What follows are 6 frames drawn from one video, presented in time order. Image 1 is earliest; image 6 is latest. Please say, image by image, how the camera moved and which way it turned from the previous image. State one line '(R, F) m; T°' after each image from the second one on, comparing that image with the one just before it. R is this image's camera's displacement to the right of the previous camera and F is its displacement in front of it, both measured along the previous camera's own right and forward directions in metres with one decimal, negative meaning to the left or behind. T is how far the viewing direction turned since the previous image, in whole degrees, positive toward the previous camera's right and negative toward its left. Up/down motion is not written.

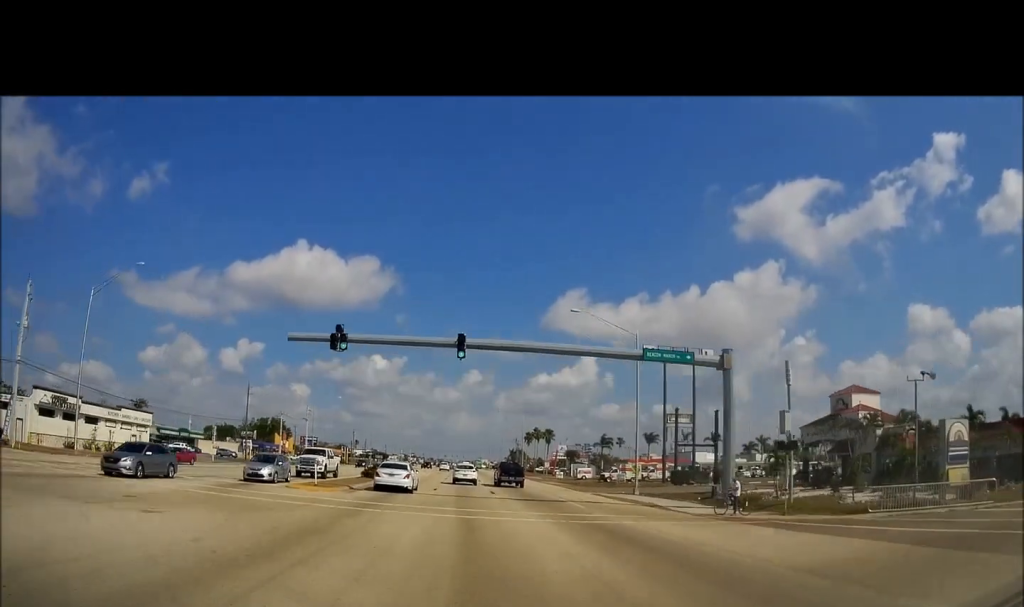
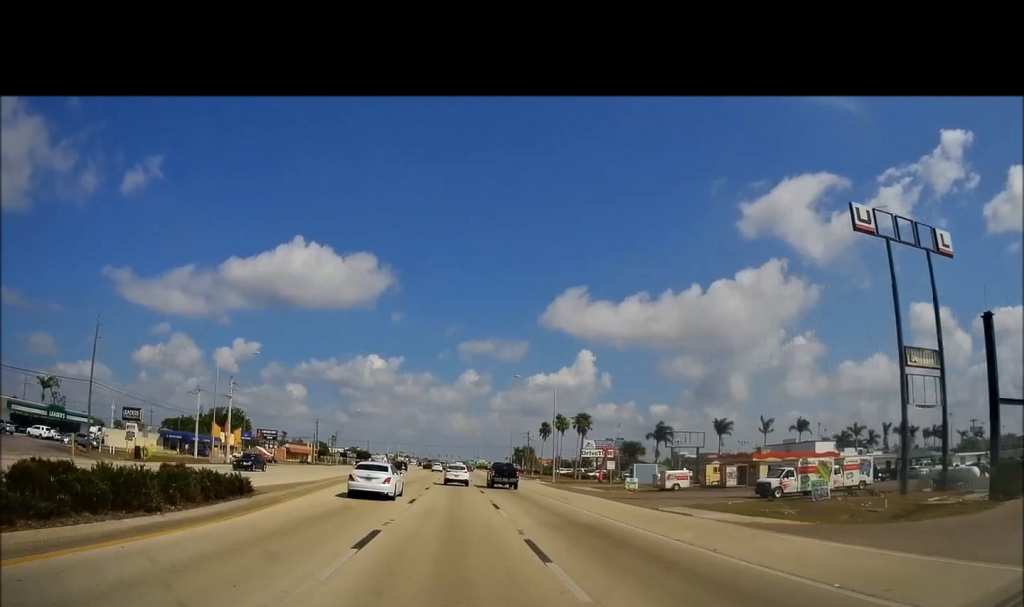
(+0.3, +47.3) m; +1°
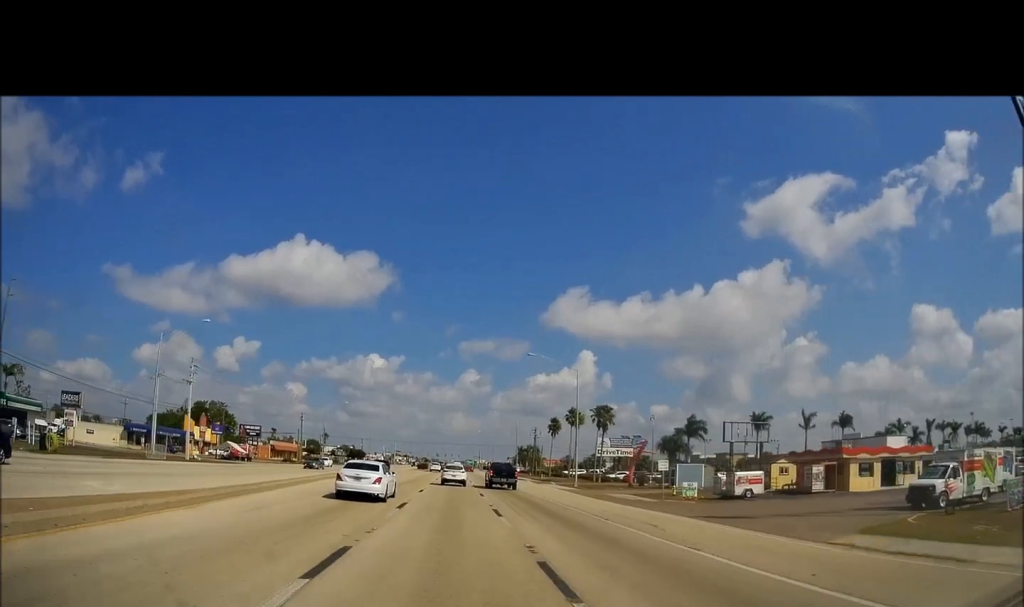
(+0.1, +15.4) m; -1°
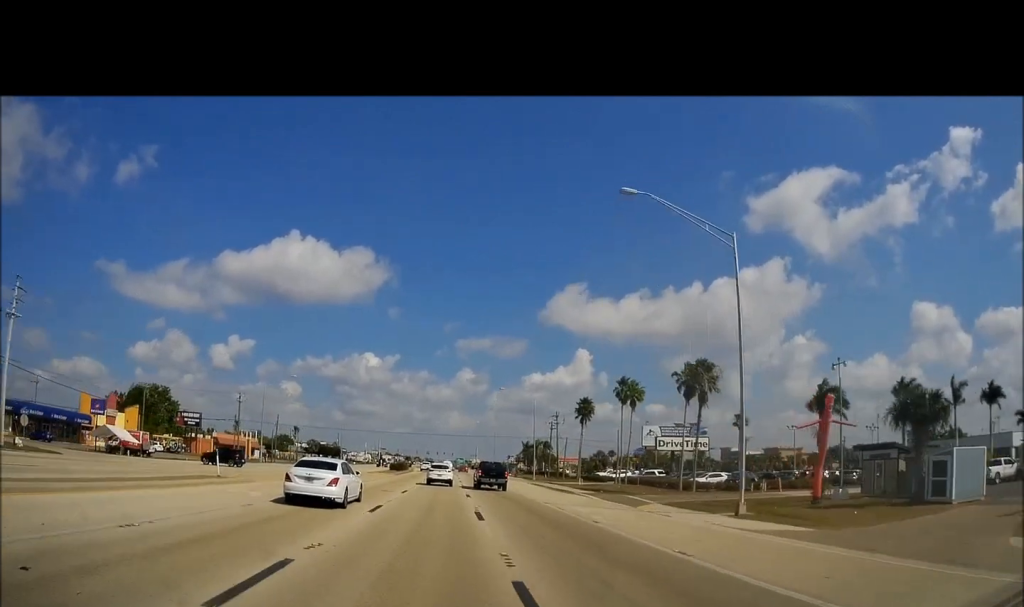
(-0.8, +38.5) m; 0°
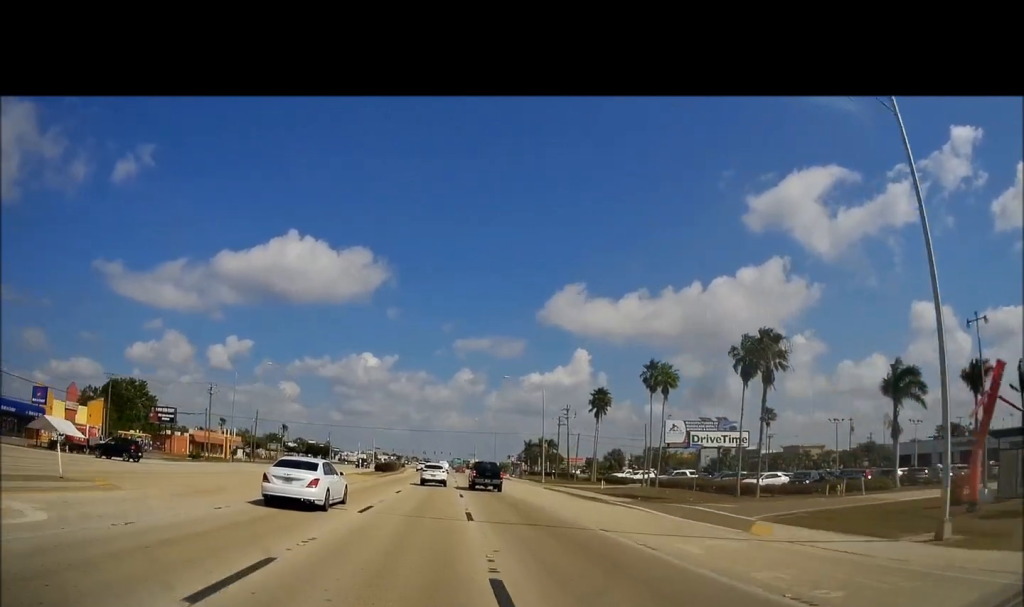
(+0.1, +12.2) m; +1°
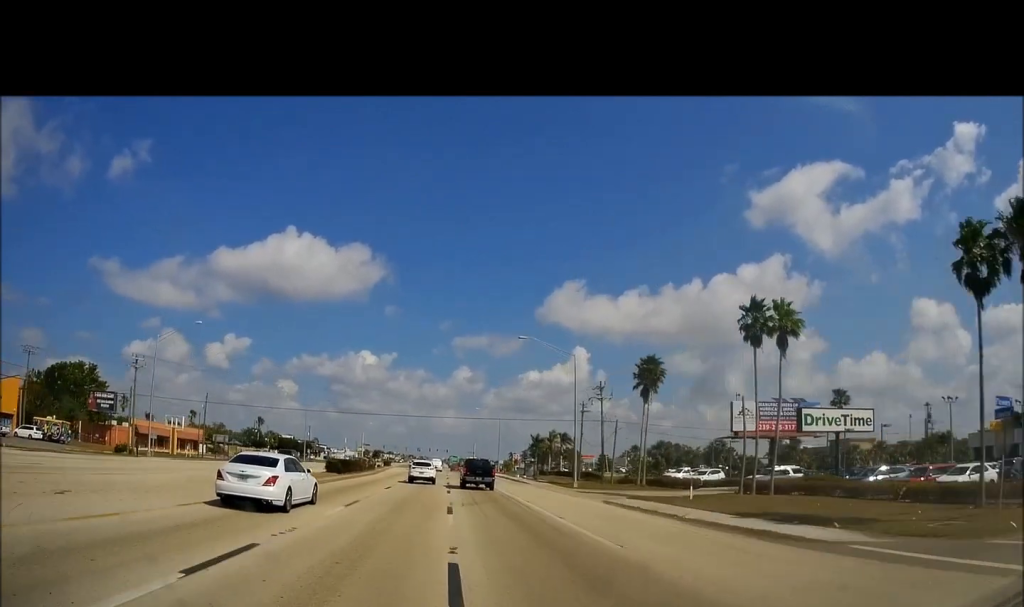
(+0.3, +23.4) m; 0°
